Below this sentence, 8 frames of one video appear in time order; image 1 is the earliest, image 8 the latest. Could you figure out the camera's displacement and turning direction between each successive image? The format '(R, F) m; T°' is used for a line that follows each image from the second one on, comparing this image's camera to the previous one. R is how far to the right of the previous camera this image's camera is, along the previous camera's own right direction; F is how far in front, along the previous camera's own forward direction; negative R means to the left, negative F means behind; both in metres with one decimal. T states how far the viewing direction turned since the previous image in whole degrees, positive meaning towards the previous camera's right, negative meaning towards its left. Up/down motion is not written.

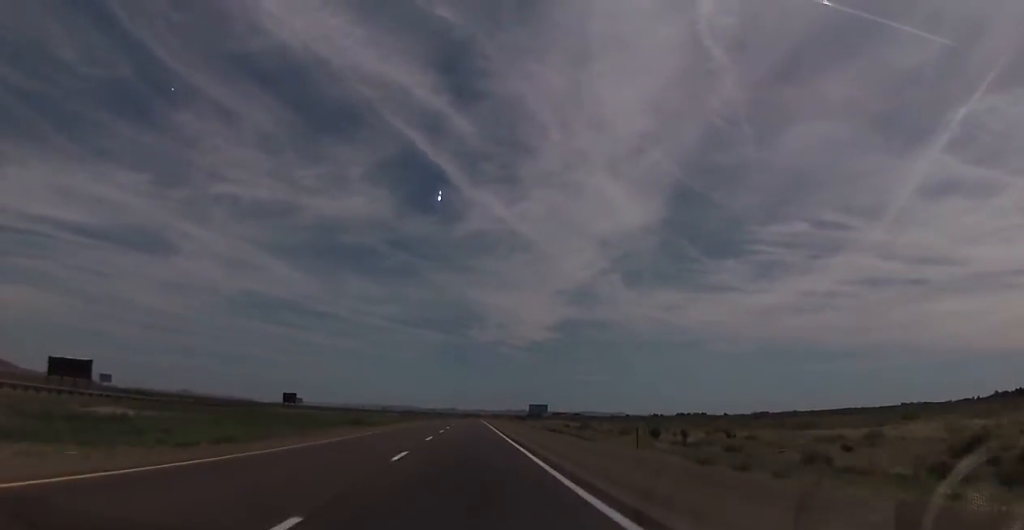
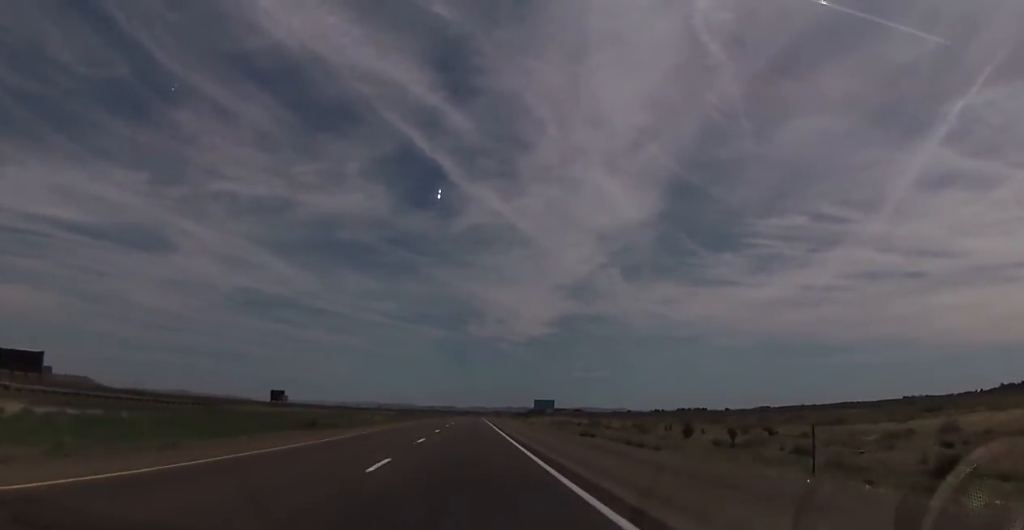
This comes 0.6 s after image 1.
(-0.4, +15.9) m; -1°
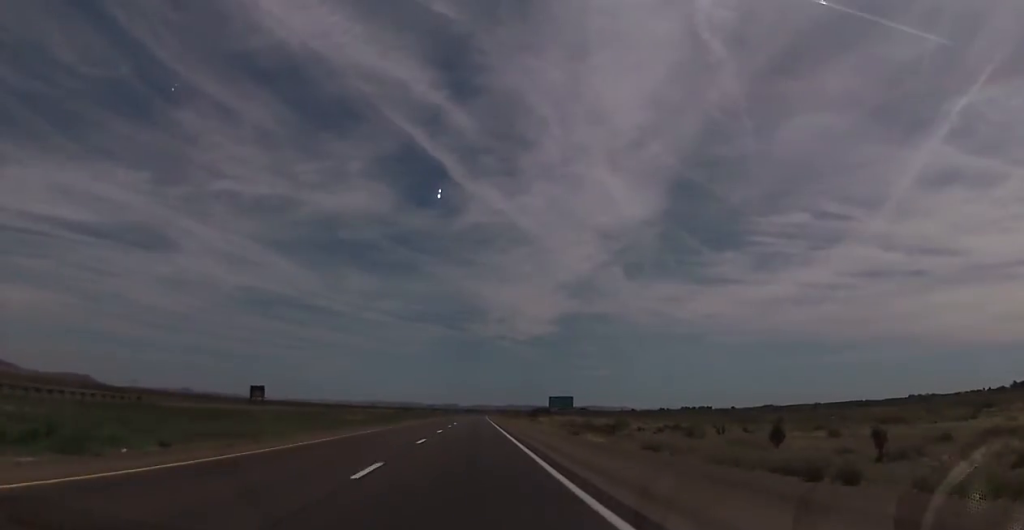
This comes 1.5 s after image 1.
(-0.1, +26.2) m; 0°
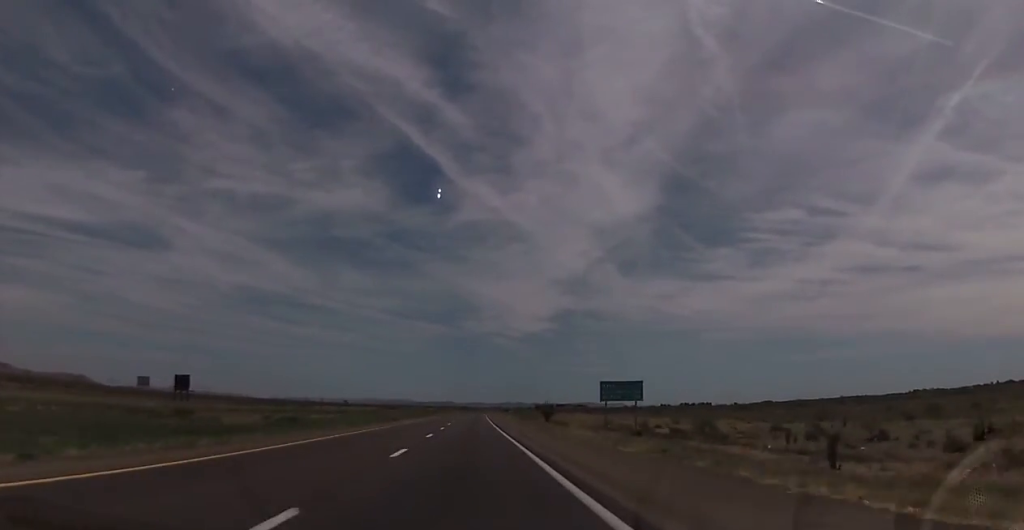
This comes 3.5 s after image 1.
(+0.1, +56.3) m; +1°
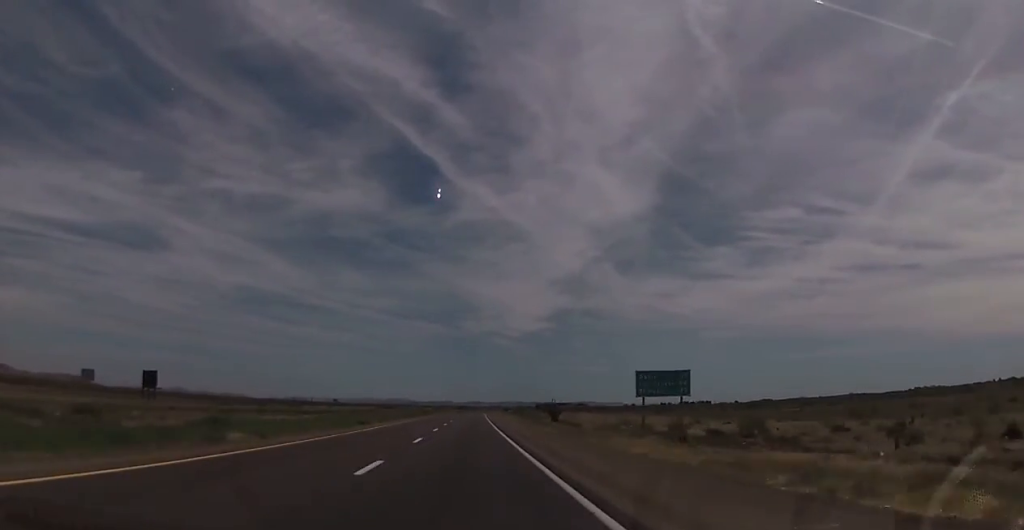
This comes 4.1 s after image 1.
(0.0, +17.0) m; 0°
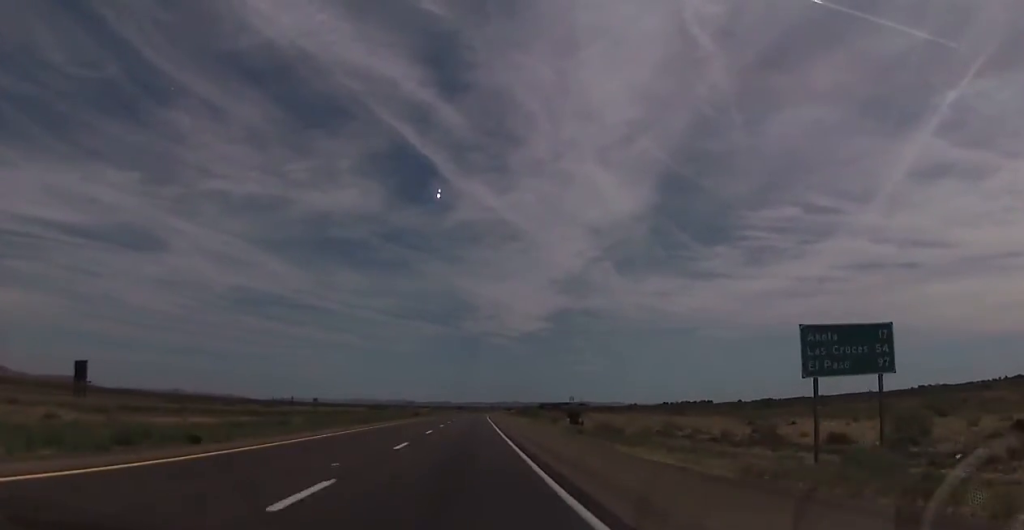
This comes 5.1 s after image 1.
(+0.3, +29.2) m; 0°
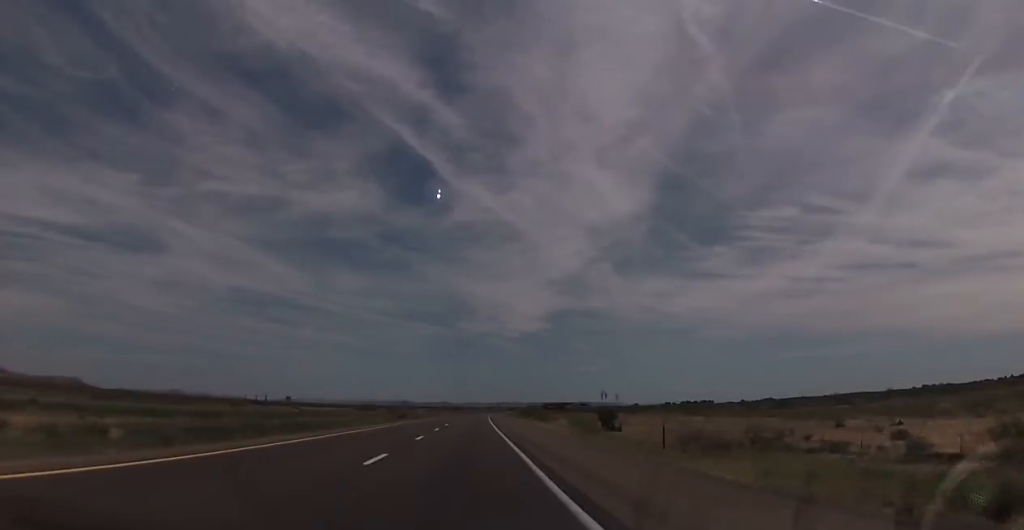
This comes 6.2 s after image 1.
(-0.4, +30.1) m; 0°
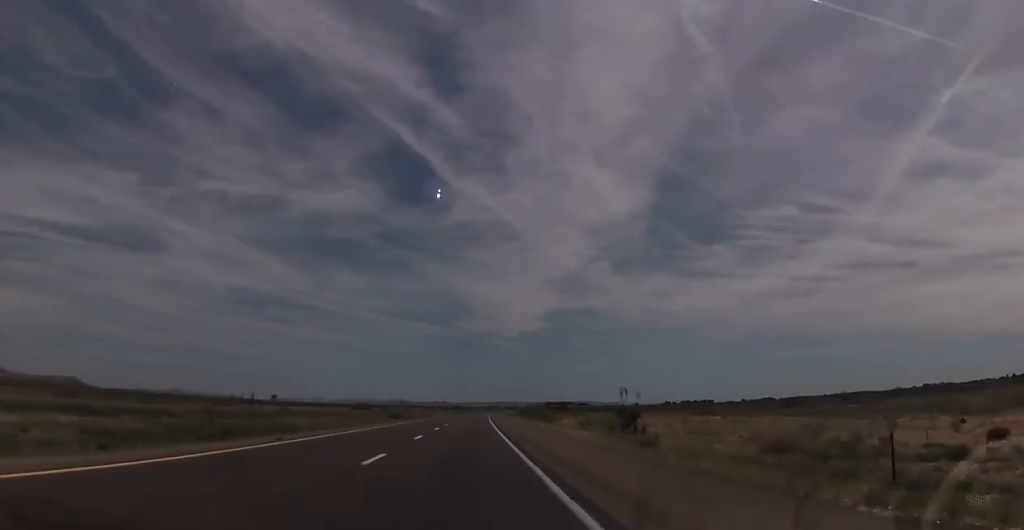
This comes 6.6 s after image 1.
(+0.2, +12.2) m; 0°
